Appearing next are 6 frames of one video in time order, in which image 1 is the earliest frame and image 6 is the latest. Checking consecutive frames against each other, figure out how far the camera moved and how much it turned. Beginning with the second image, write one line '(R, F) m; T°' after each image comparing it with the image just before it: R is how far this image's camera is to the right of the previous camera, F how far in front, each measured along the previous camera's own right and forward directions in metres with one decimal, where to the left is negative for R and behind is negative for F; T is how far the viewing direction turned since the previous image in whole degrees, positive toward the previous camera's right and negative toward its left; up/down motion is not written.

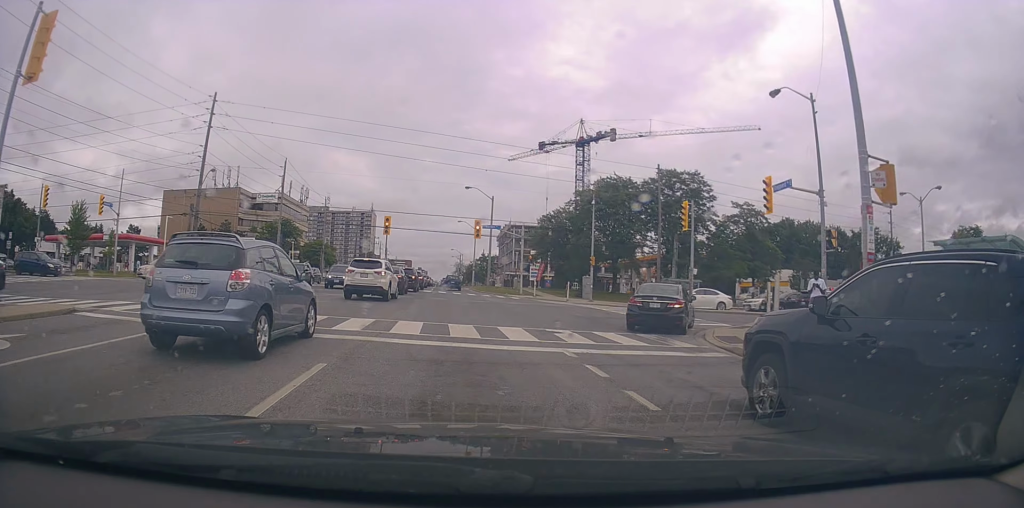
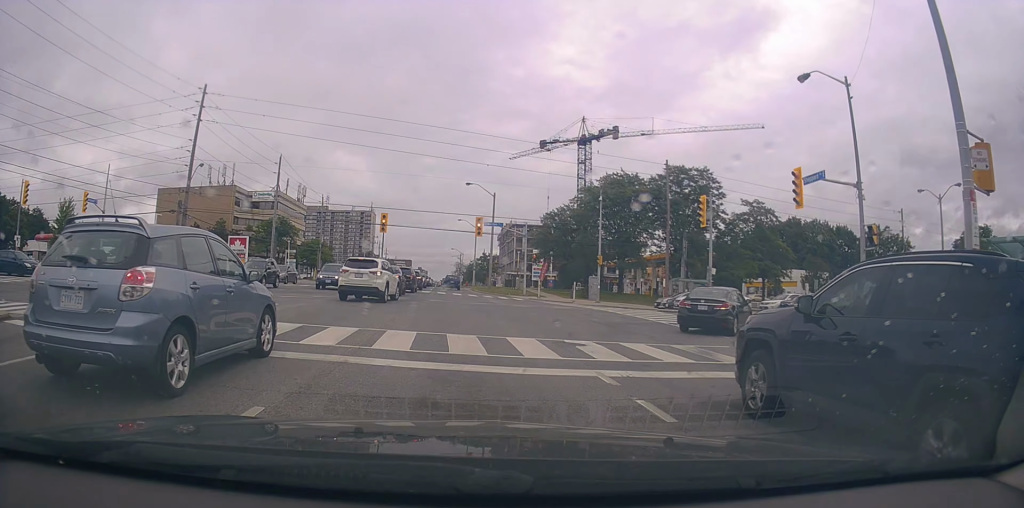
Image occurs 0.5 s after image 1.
(-0.1, +1.4) m; -1°
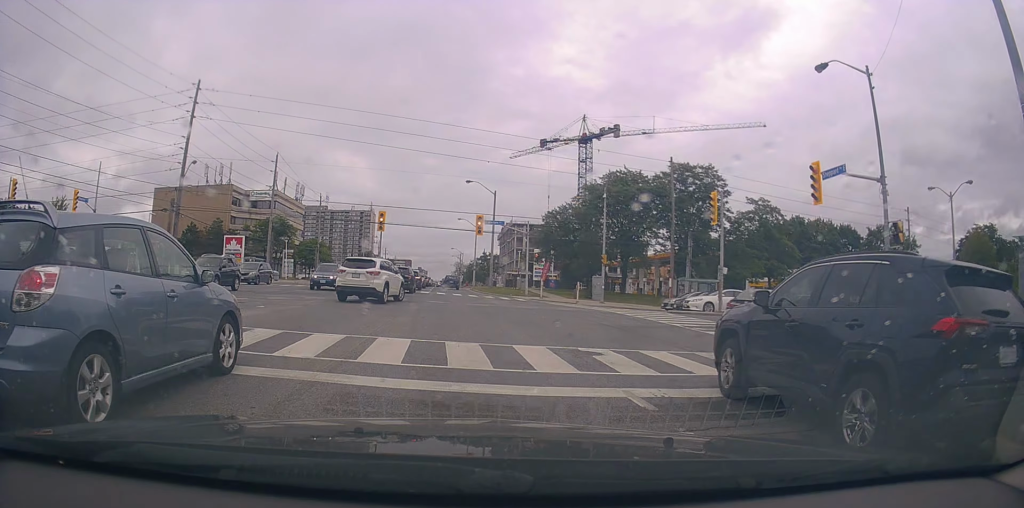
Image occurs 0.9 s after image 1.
(+0.1, +0.5) m; 0°
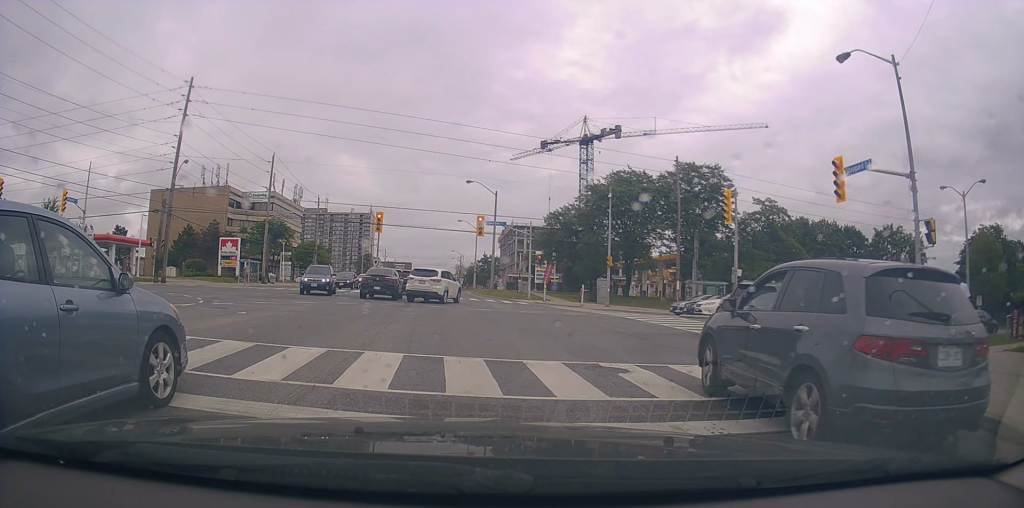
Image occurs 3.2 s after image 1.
(+0.3, +0.8) m; 0°
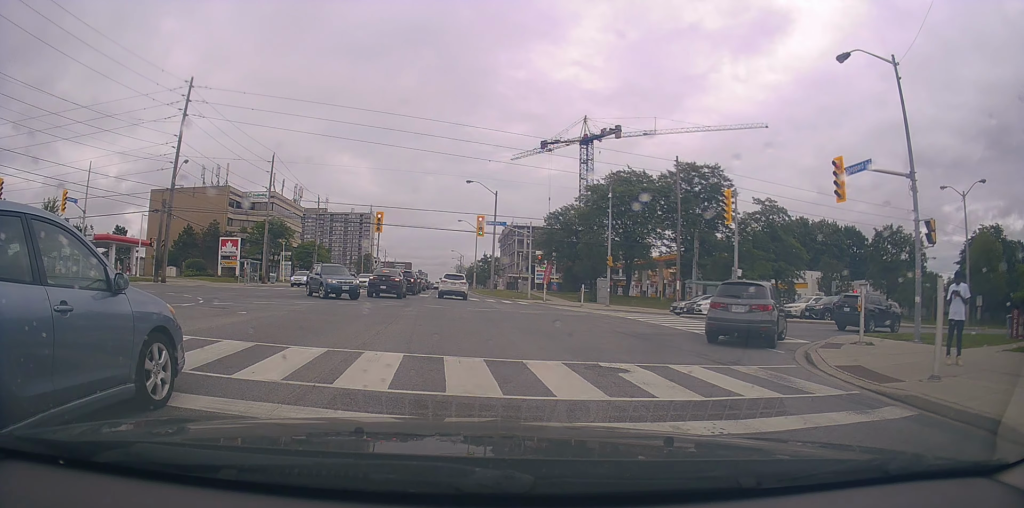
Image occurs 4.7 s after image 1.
(0.0, 0.0) m; 0°
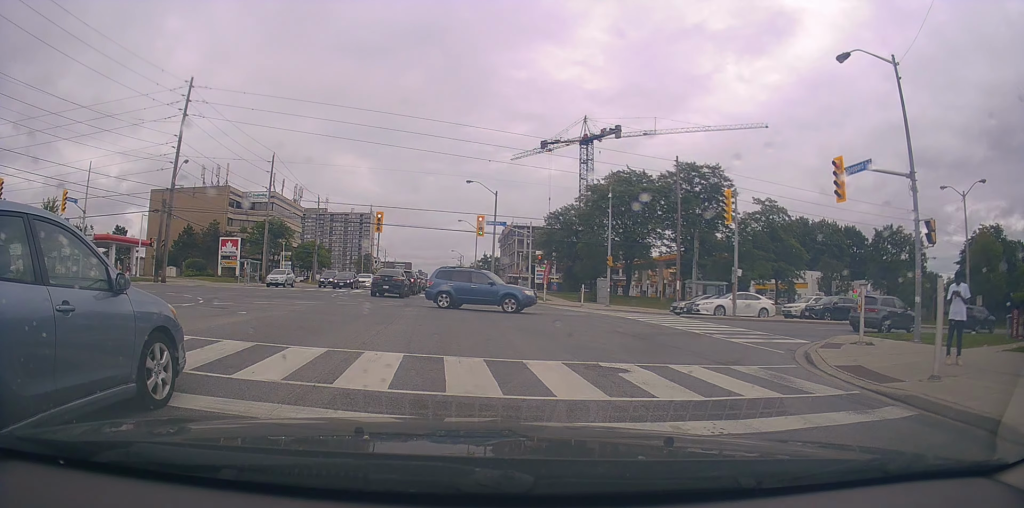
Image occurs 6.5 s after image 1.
(0.0, 0.0) m; 0°
